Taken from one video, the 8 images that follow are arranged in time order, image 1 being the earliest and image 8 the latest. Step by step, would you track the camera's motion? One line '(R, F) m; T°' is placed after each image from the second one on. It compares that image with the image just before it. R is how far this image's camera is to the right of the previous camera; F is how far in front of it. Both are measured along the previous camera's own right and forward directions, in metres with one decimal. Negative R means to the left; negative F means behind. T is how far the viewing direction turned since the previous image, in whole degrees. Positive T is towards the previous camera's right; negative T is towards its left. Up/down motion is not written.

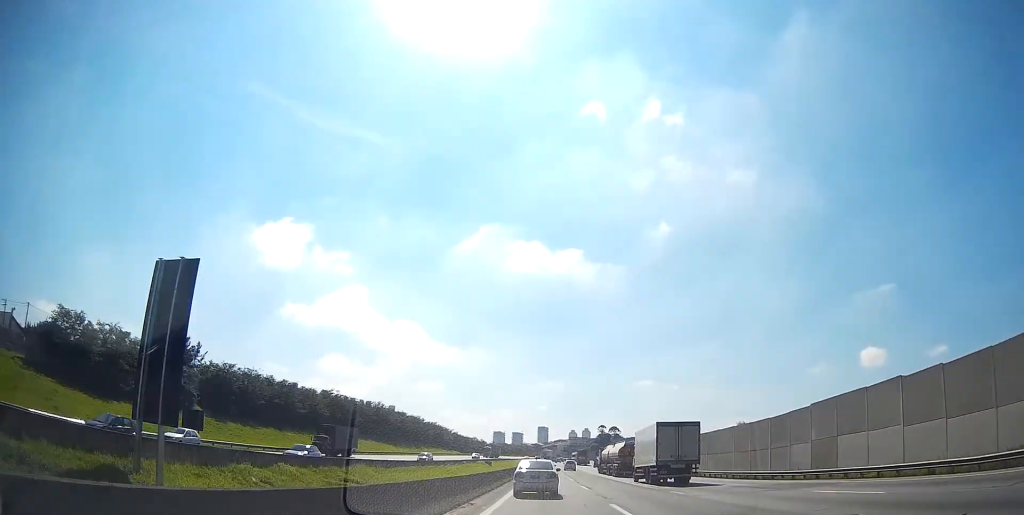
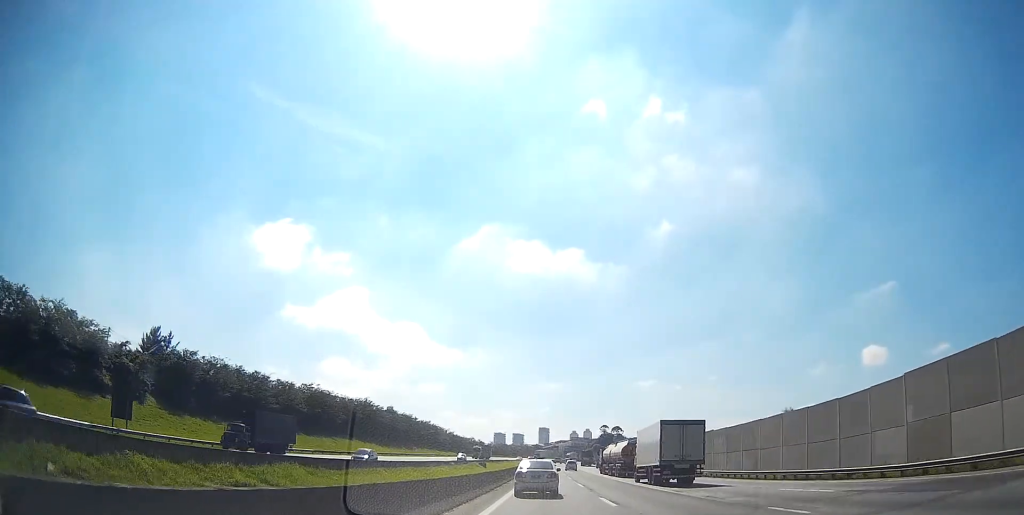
(0.0, +10.0) m; 0°
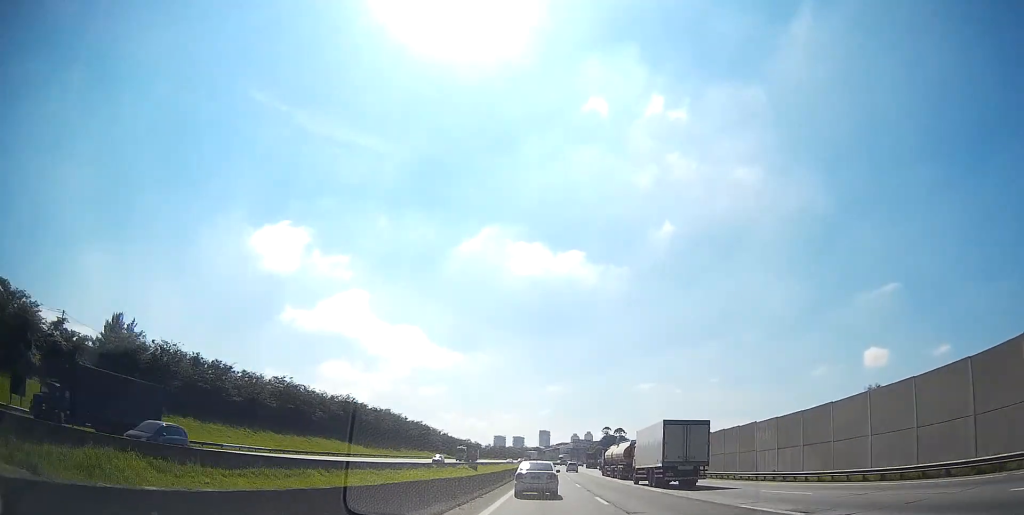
(0.0, +11.5) m; 0°
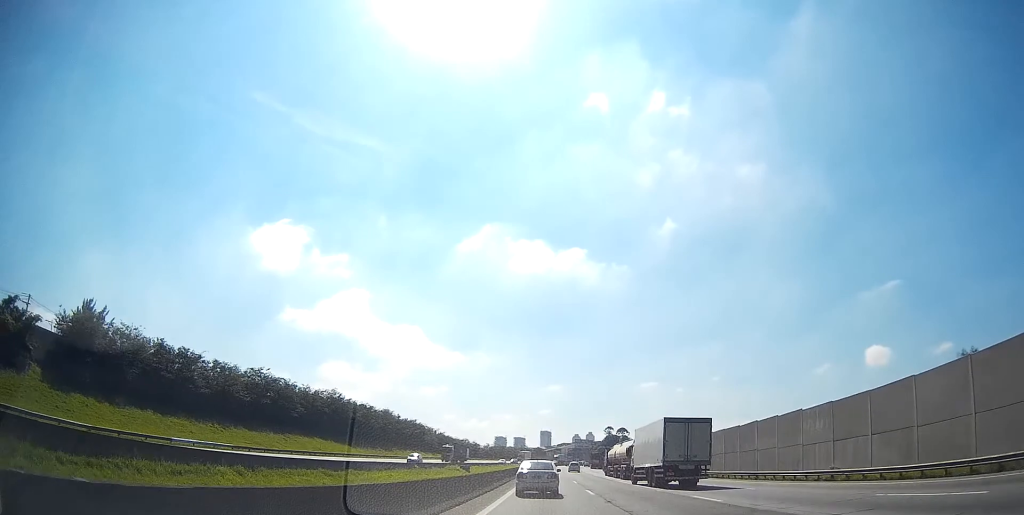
(0.0, +8.2) m; 0°
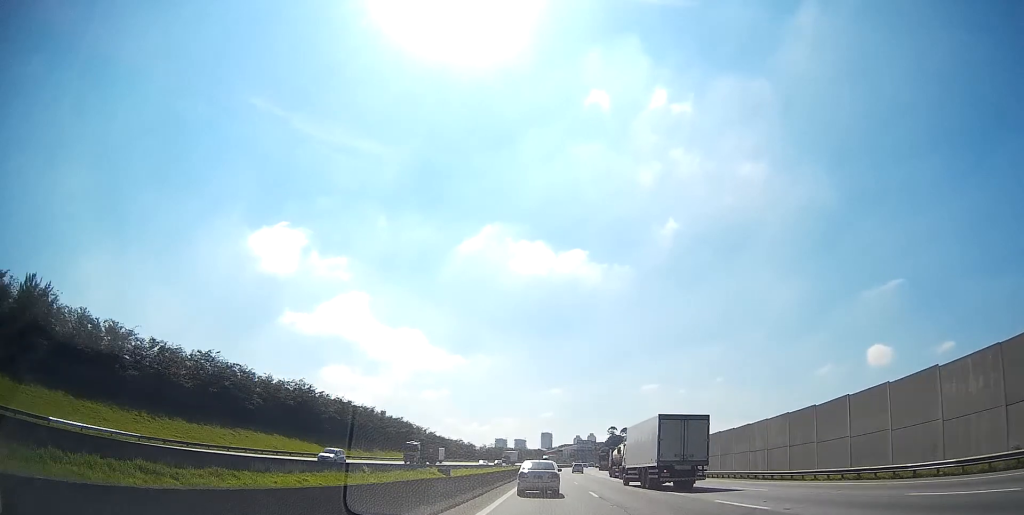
(+0.1, +15.5) m; 0°
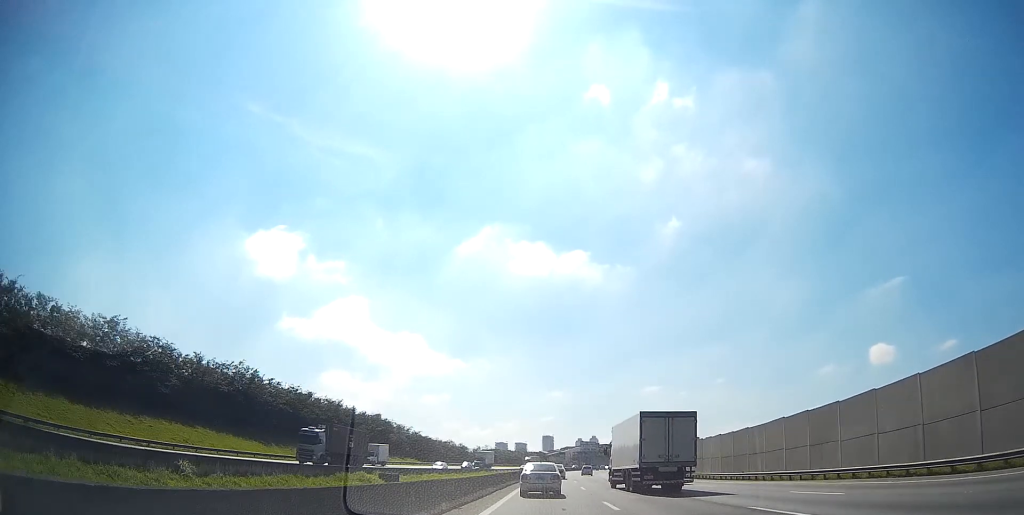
(-0.1, +21.5) m; -1°
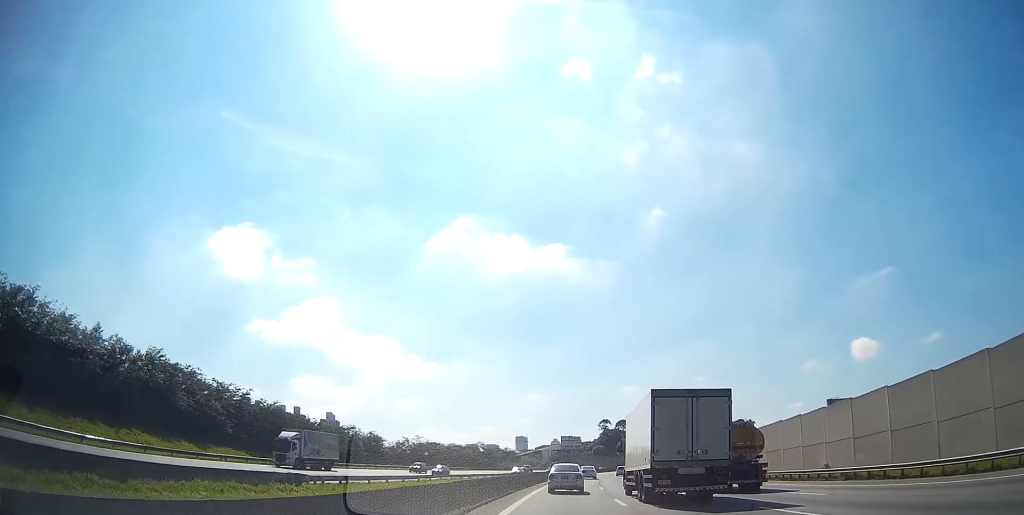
(-0.5, +74.9) m; -1°
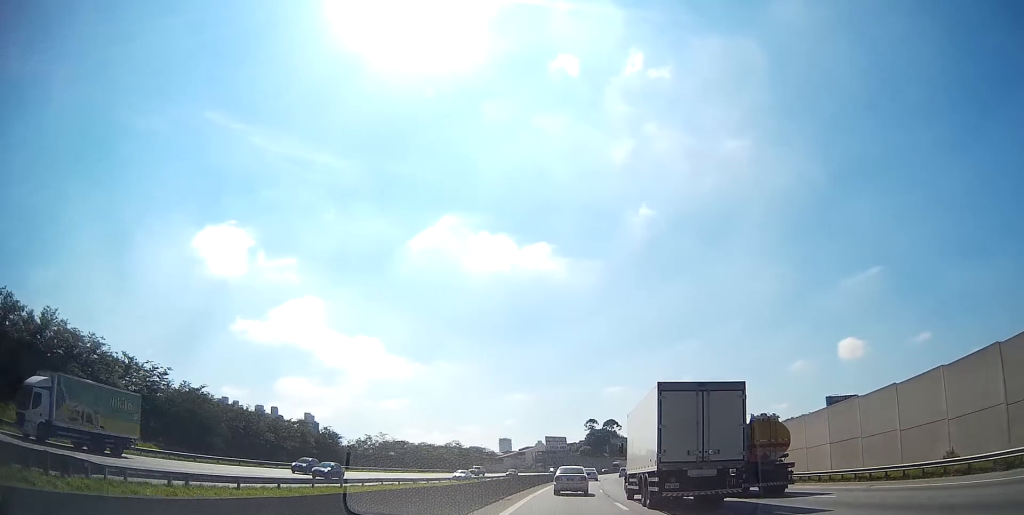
(+0.1, +16.4) m; +1°
